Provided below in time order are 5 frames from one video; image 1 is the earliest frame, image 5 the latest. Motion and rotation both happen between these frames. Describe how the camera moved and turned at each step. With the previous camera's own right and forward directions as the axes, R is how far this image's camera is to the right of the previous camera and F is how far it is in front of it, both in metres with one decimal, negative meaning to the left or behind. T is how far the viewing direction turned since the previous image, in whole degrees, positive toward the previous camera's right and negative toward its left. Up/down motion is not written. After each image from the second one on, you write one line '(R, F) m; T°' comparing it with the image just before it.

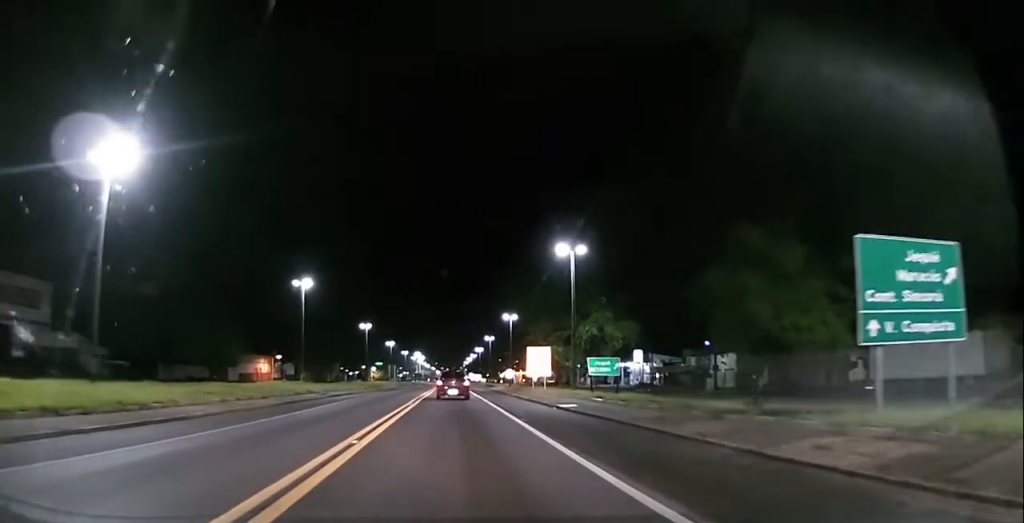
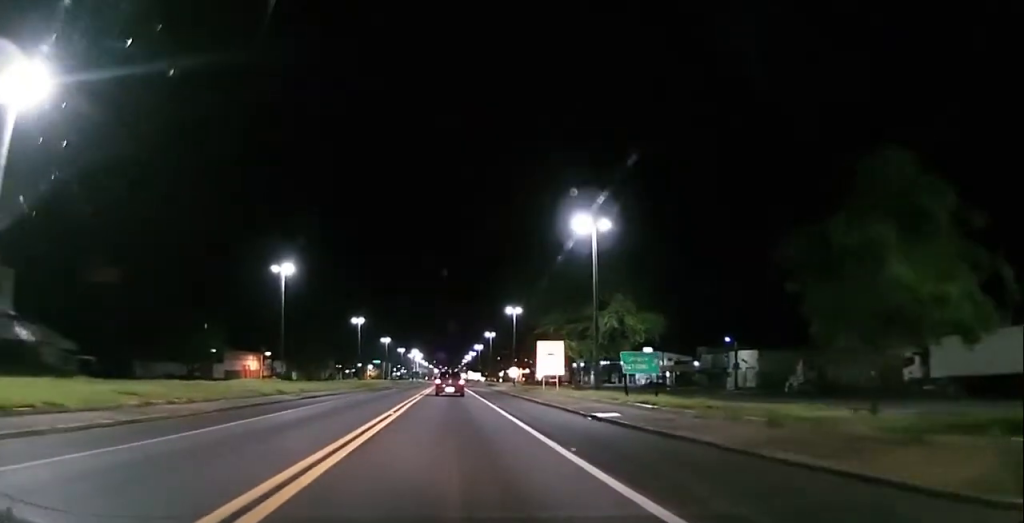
(-0.4, +6.2) m; -1°
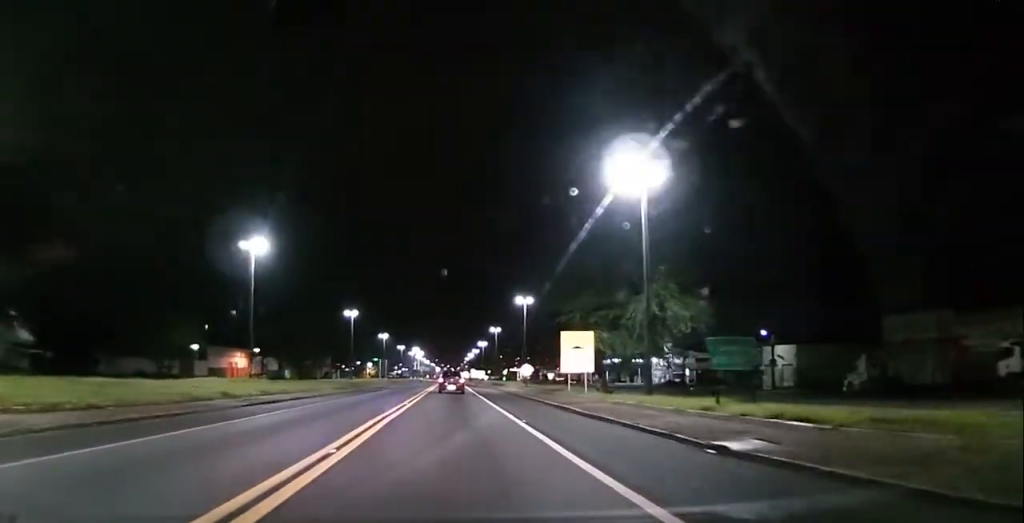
(+0.5, +8.7) m; +5°
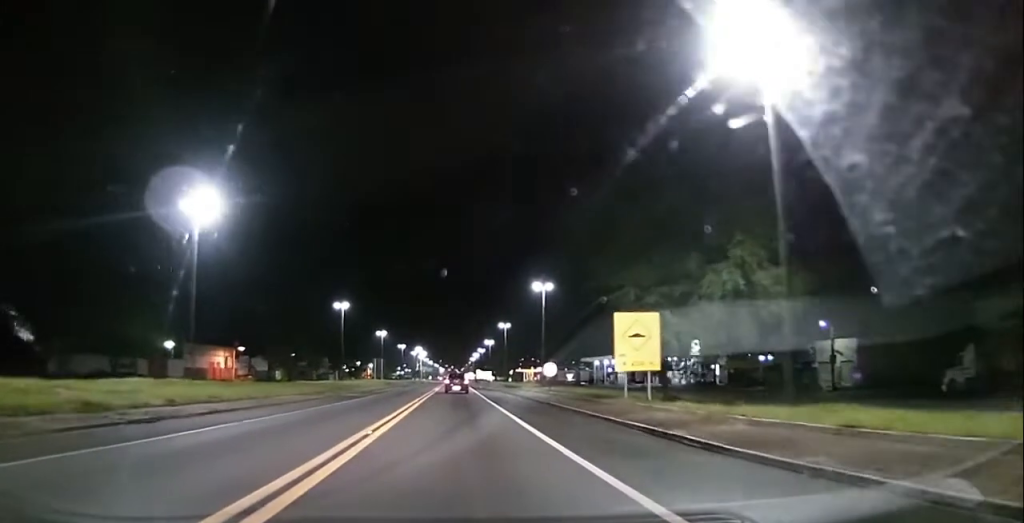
(0.0, +11.3) m; -2°
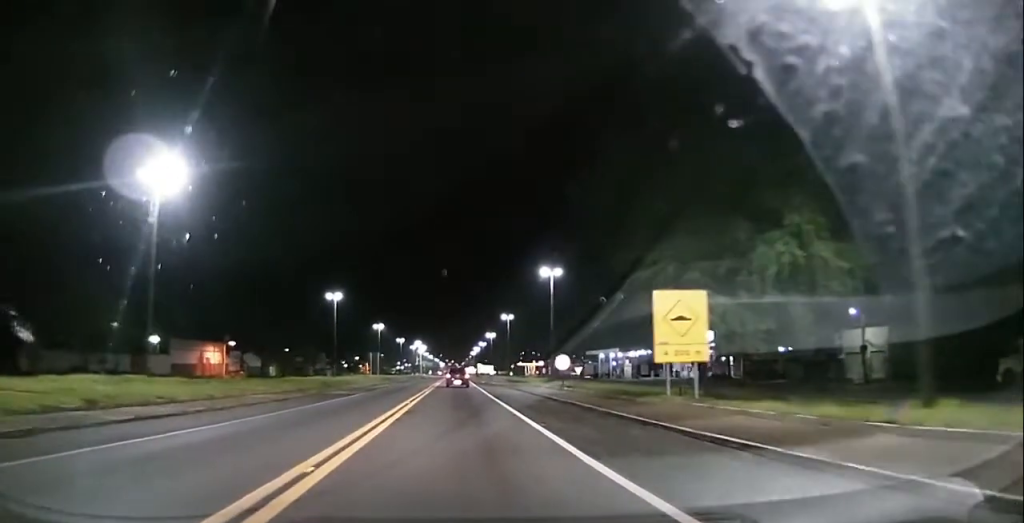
(-0.1, +5.2) m; -1°
